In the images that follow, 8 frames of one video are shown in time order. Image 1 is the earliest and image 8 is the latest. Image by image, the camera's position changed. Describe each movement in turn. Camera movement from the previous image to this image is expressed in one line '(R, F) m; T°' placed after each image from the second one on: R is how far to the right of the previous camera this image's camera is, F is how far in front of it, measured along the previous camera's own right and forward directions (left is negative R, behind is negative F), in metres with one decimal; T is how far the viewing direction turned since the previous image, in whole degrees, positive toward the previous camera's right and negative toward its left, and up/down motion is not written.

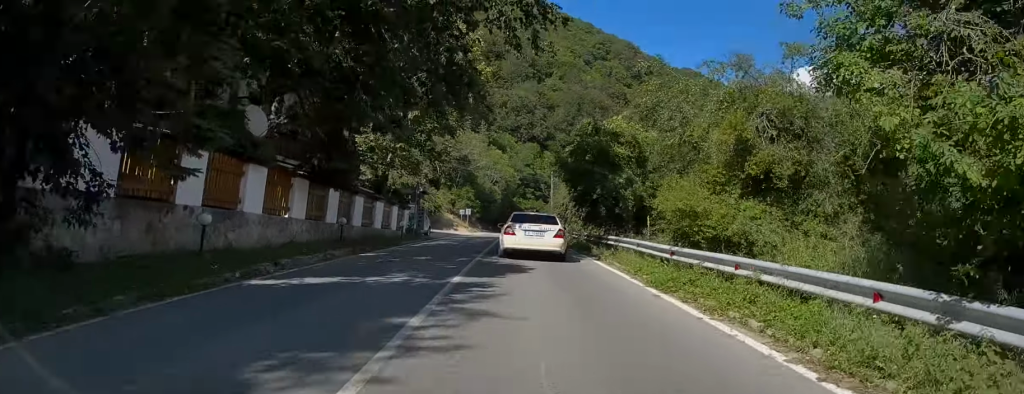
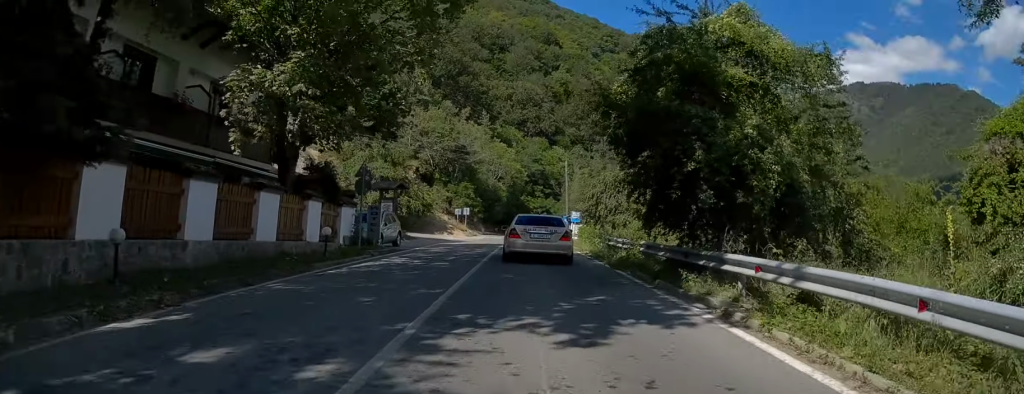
(-0.2, +12.9) m; 0°
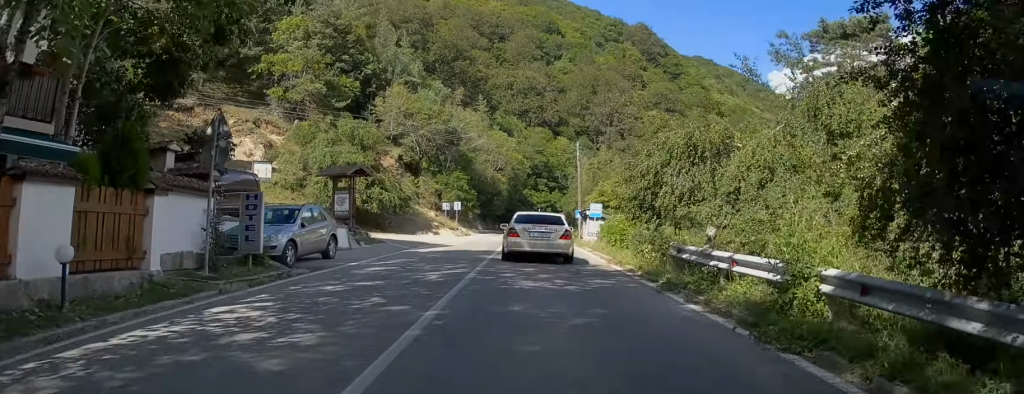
(+0.3, +10.9) m; 0°
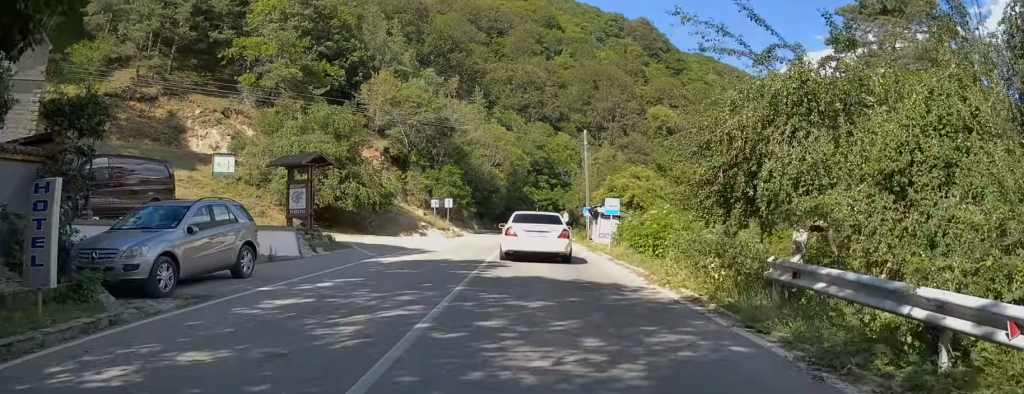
(-0.1, +6.1) m; 0°
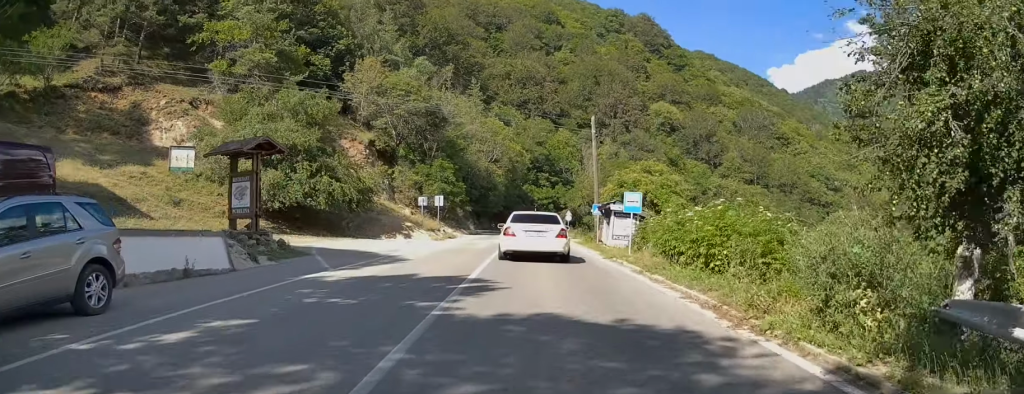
(-0.2, +5.2) m; -1°
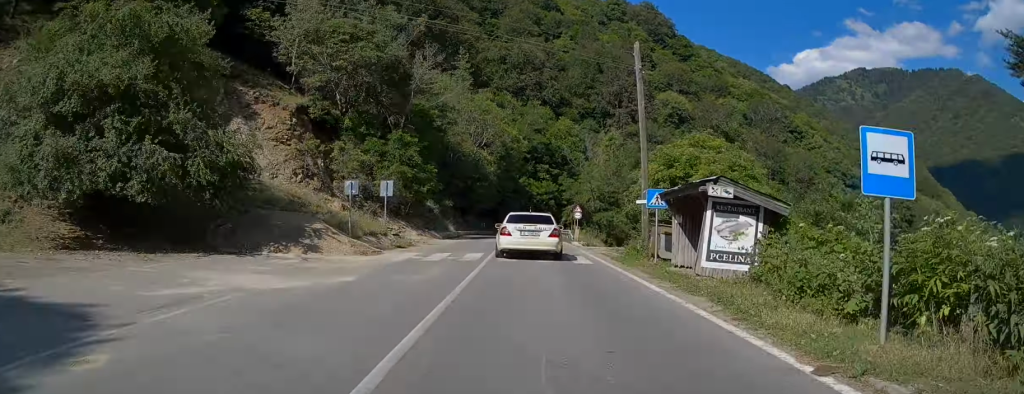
(+0.1, +15.5) m; +3°
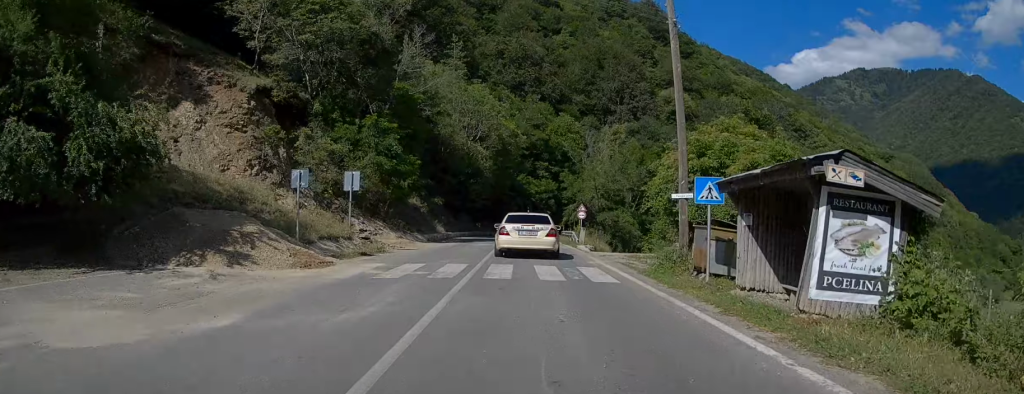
(+0.2, +5.4) m; 0°
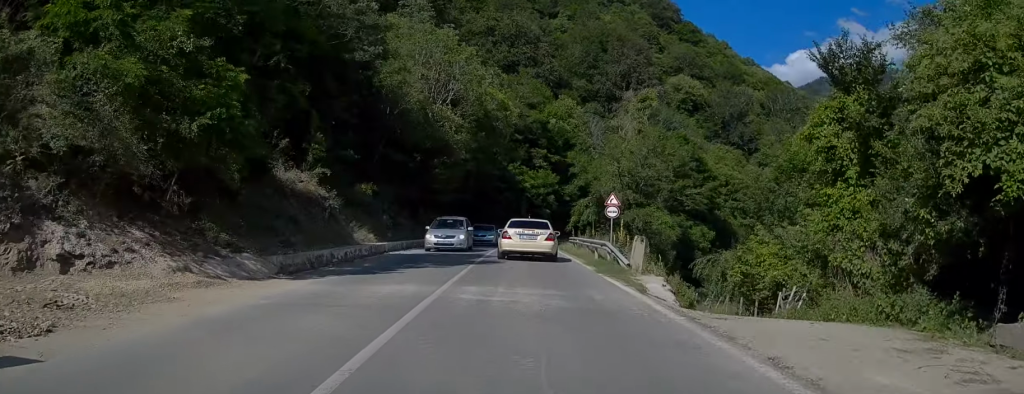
(-0.1, +20.1) m; -3°
